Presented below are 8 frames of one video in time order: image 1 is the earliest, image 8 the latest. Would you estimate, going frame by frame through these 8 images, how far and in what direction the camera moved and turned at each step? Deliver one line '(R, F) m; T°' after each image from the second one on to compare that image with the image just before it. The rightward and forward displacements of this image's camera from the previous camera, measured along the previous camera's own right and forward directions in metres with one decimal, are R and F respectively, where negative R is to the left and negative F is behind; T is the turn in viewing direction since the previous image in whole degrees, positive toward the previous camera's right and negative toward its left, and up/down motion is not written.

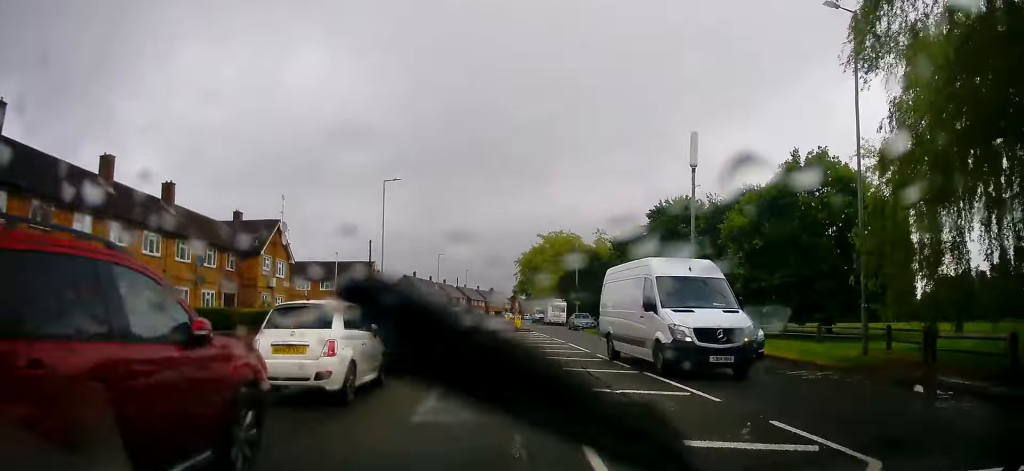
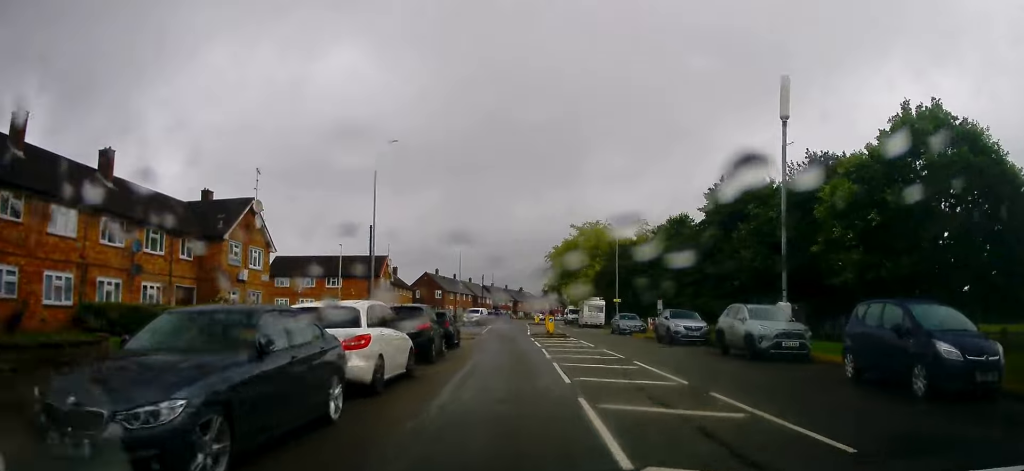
(-0.4, +9.1) m; -4°
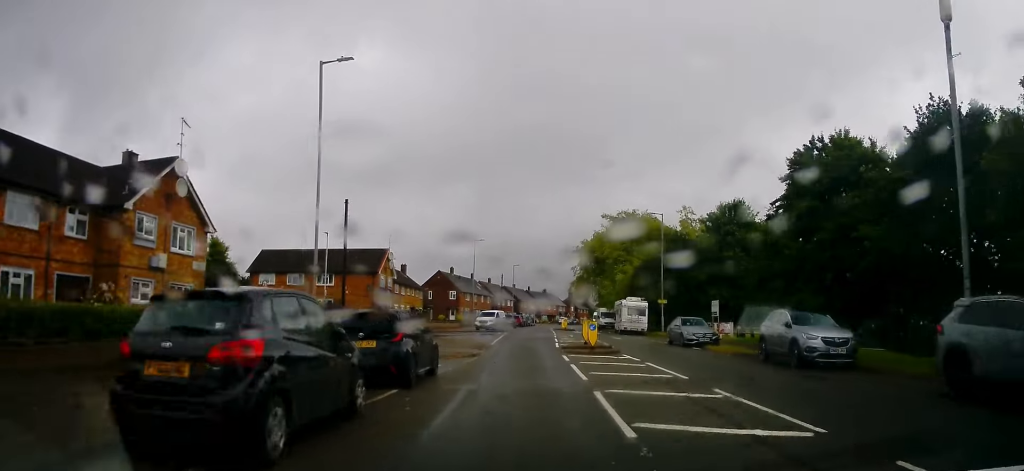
(-0.3, +10.9) m; -1°
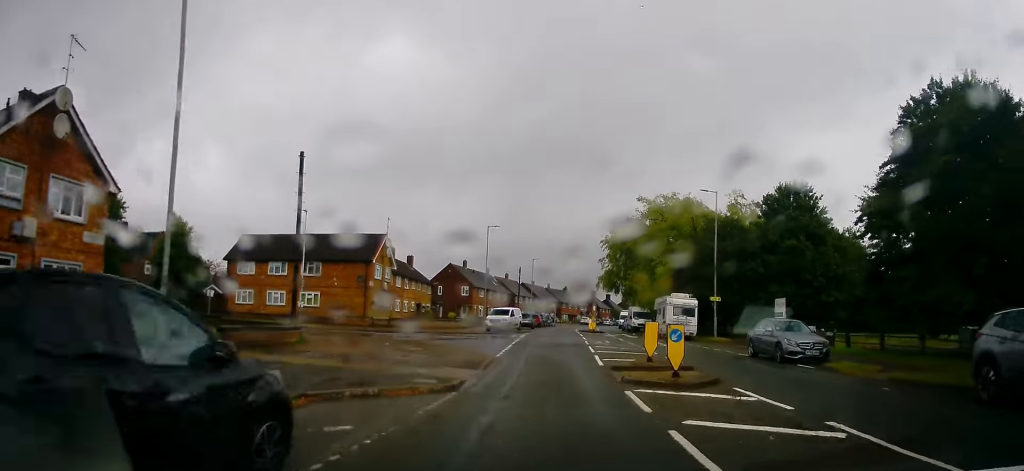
(+0.2, +9.5) m; -2°
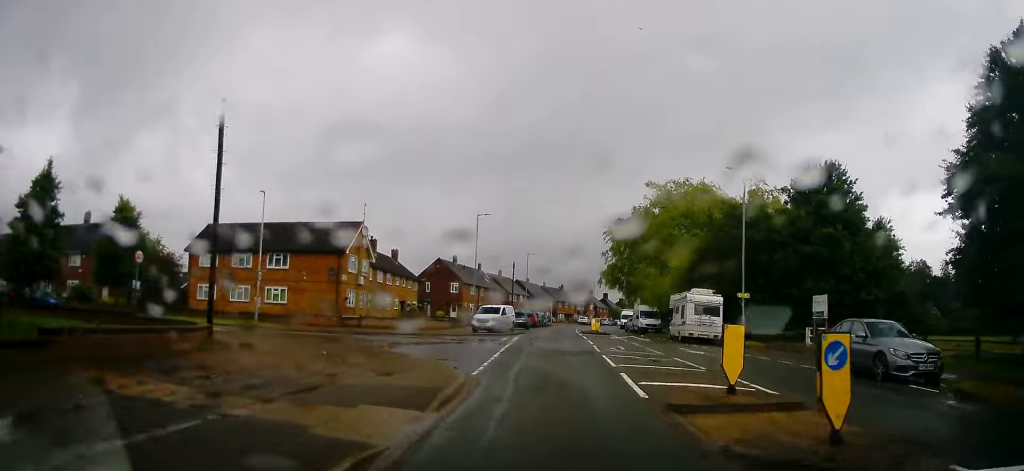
(-0.4, +6.4) m; -1°
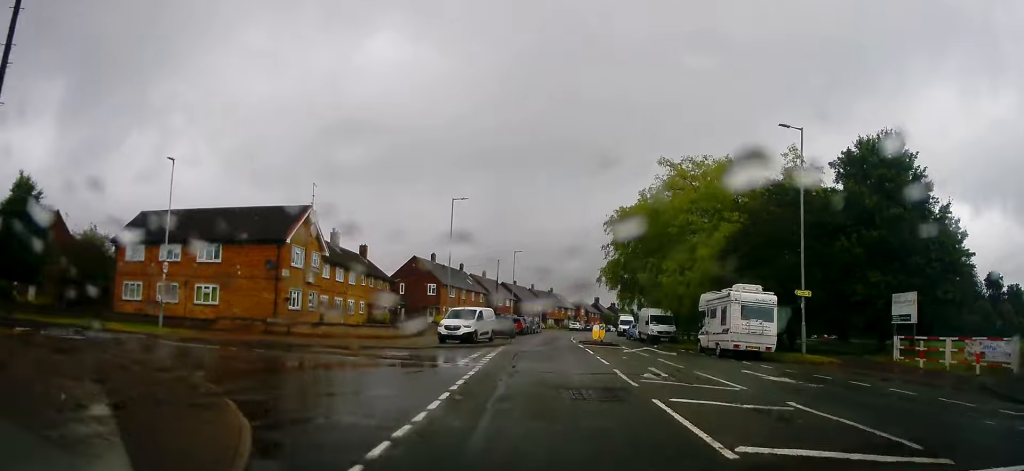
(0.0, +9.3) m; +1°
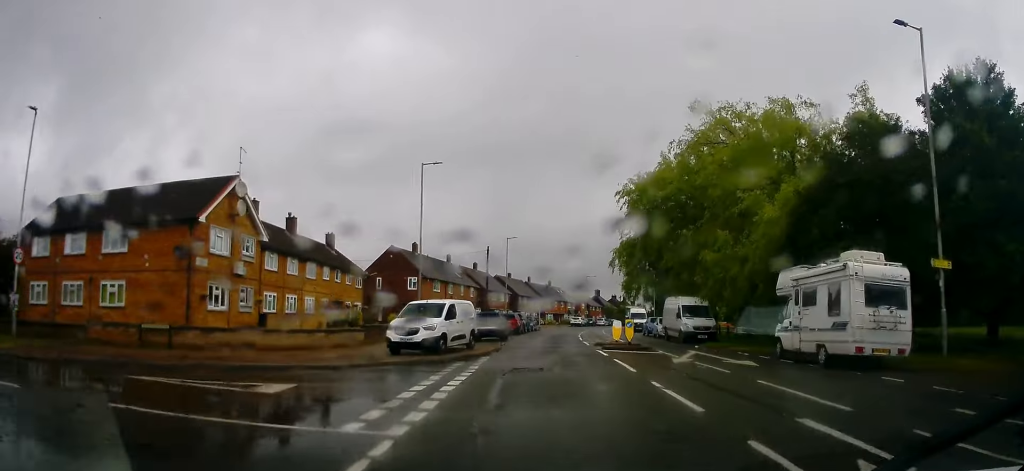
(+0.1, +9.8) m; +2°
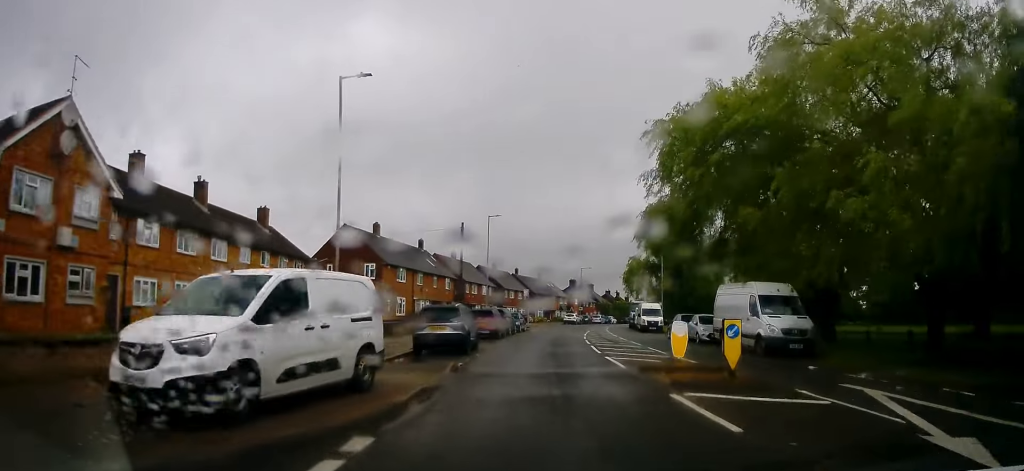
(+0.5, +13.0) m; +1°
